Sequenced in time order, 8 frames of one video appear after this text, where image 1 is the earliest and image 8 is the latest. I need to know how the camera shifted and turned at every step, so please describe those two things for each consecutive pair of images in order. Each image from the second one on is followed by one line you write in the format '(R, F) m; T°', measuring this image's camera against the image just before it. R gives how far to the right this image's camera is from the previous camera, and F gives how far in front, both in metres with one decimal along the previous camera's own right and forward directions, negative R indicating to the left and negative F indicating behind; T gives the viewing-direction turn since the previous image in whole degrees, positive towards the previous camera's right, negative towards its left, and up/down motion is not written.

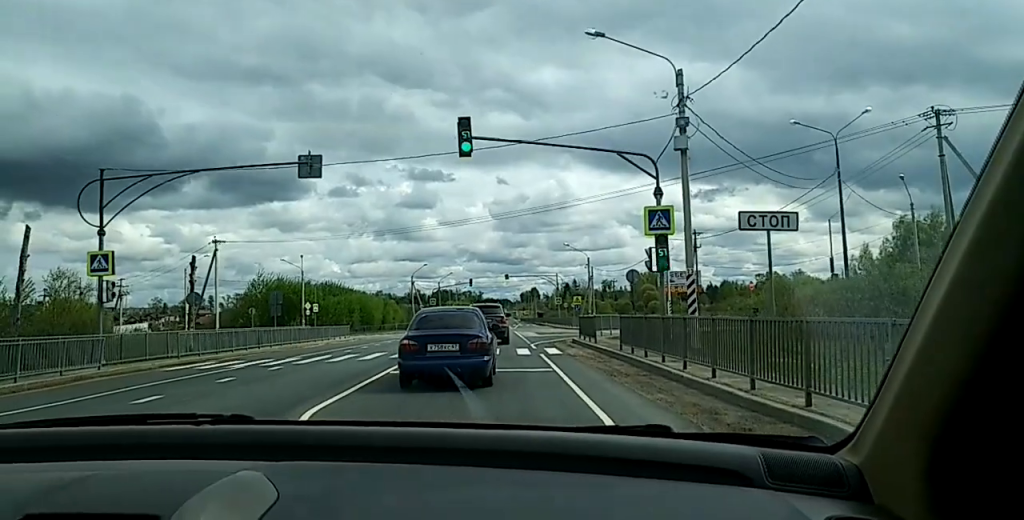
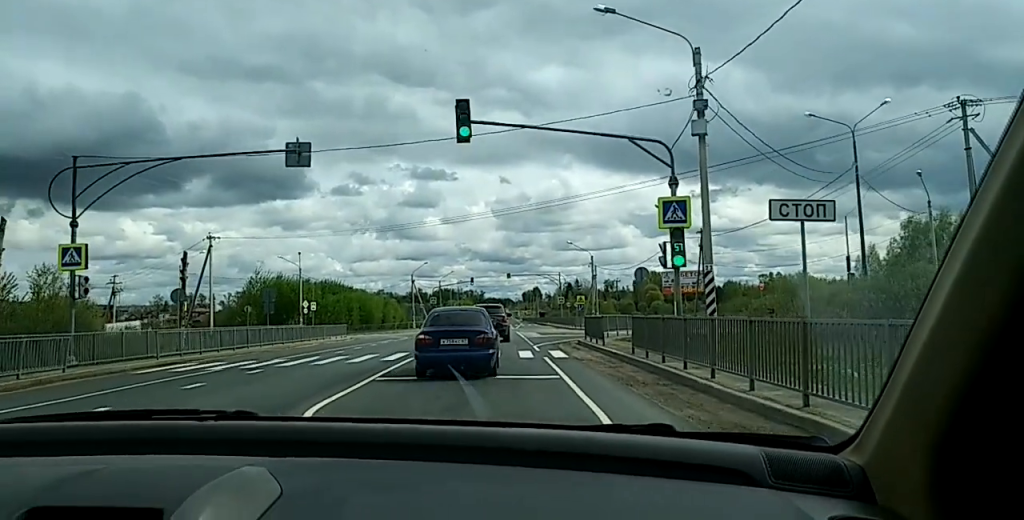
(0.0, +1.7) m; -1°
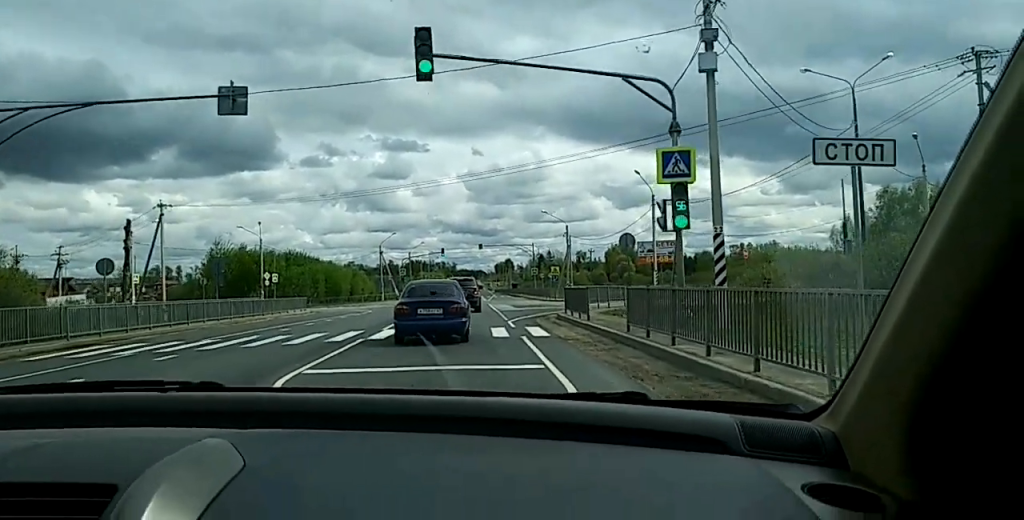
(-0.1, +2.6) m; -3°
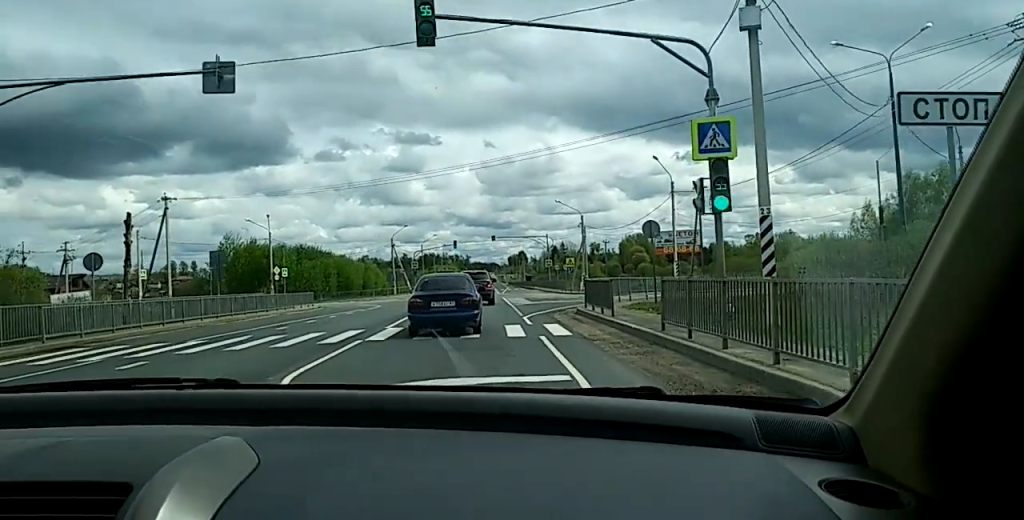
(0.0, +1.4) m; -1°
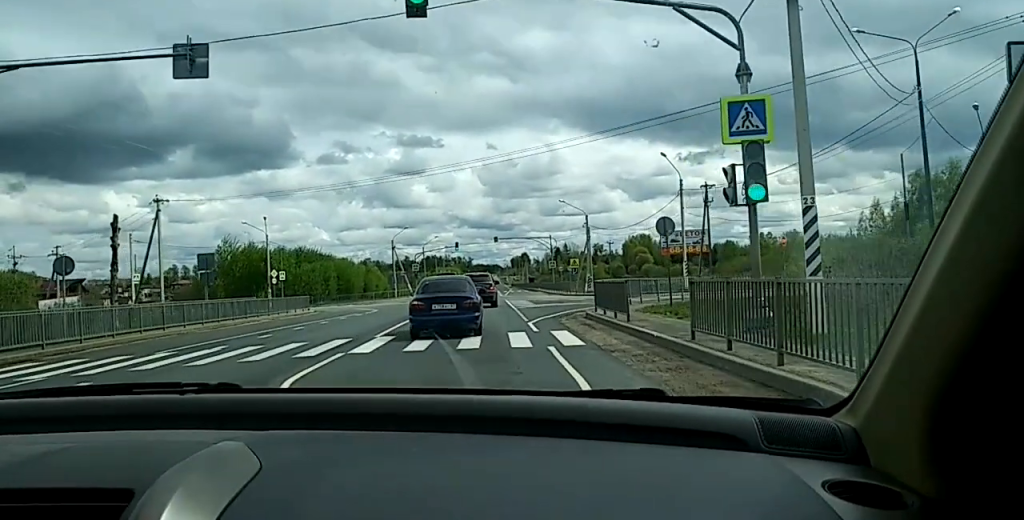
(0.0, +1.4) m; +1°
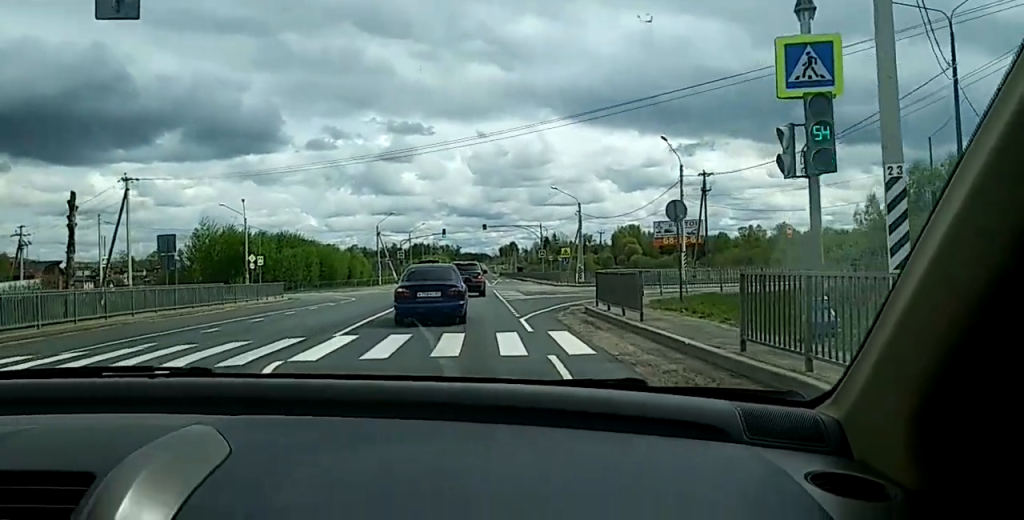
(0.0, +2.0) m; +2°
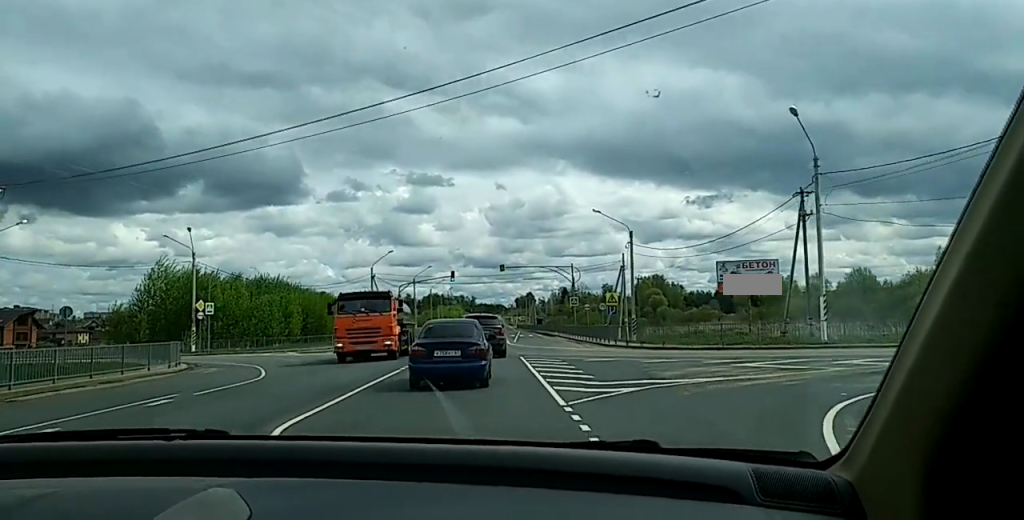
(-0.6, +19.2) m; -2°
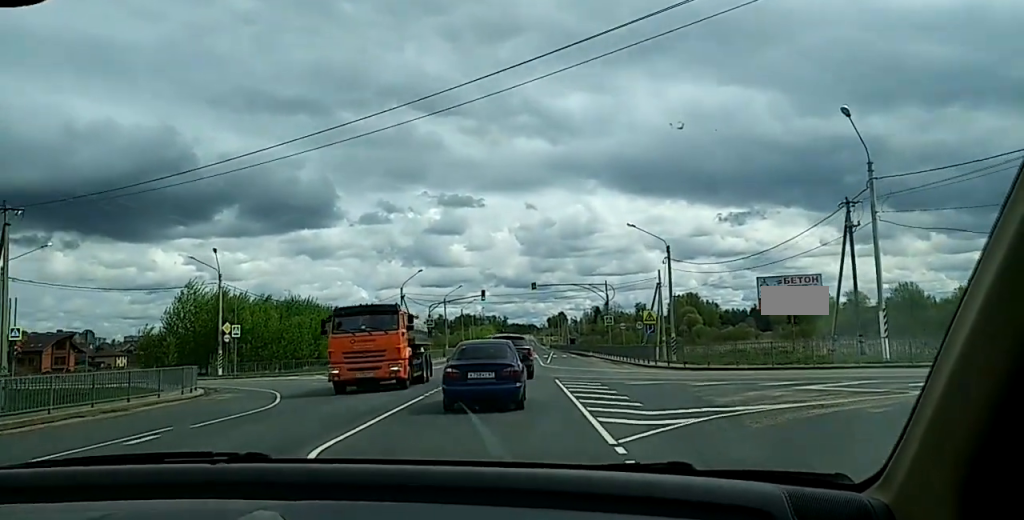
(-0.2, +2.7) m; 0°
